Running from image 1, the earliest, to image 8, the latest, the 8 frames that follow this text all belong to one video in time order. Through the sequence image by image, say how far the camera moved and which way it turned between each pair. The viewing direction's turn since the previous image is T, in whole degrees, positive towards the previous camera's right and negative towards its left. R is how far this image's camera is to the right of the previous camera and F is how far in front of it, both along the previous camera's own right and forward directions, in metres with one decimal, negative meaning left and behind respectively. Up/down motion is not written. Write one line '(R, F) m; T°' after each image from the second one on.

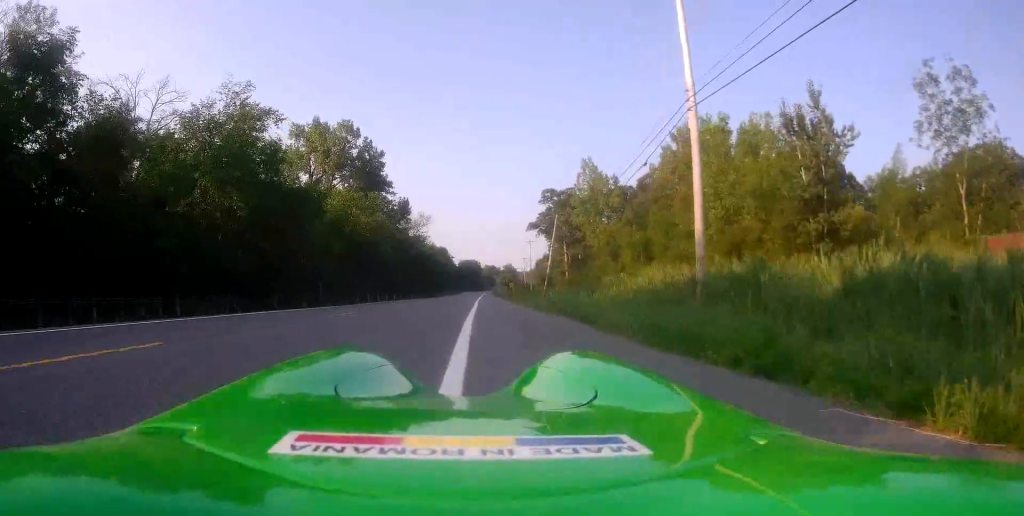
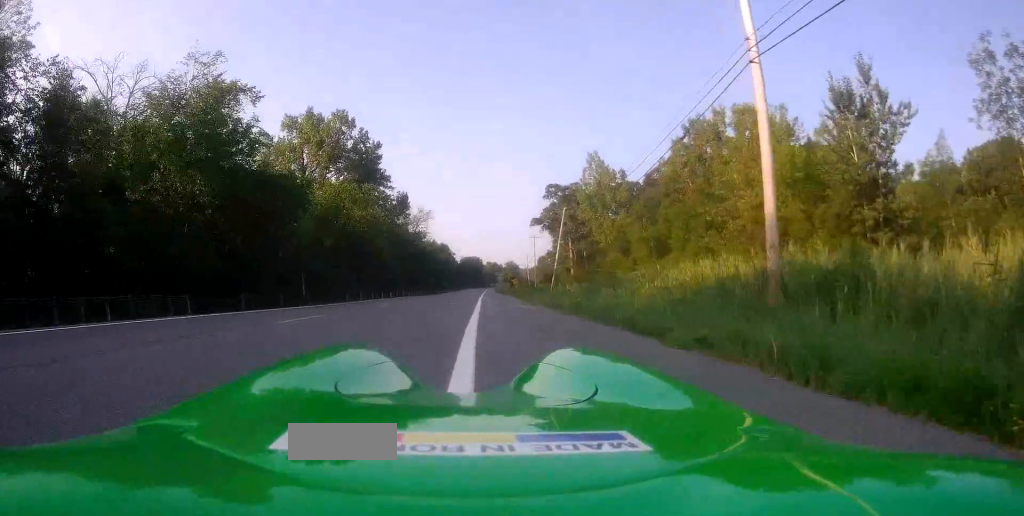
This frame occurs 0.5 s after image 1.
(+0.2, +4.6) m; -1°
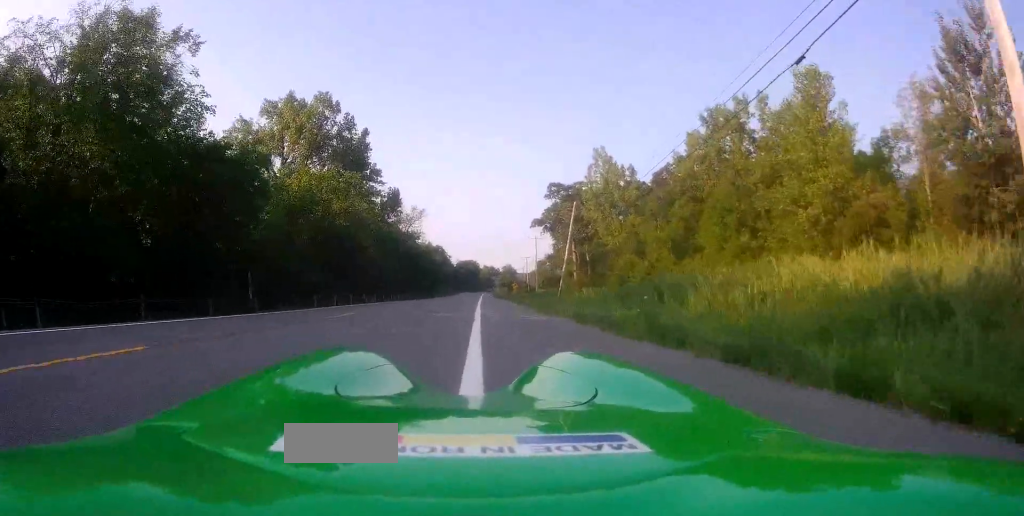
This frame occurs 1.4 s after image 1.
(-0.1, +8.4) m; -1°
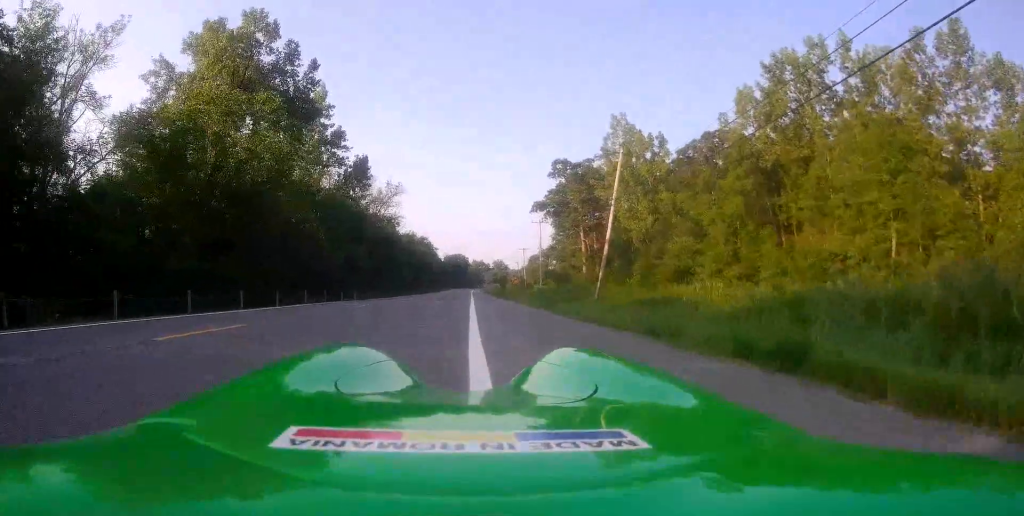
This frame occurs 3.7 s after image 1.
(+1.3, +20.9) m; +3°
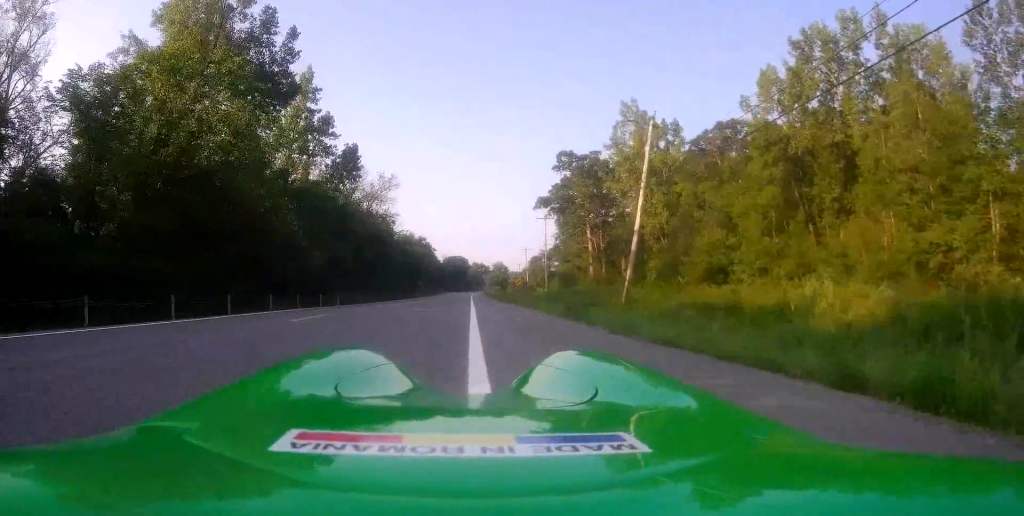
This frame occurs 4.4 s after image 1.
(-0.3, +6.5) m; -2°
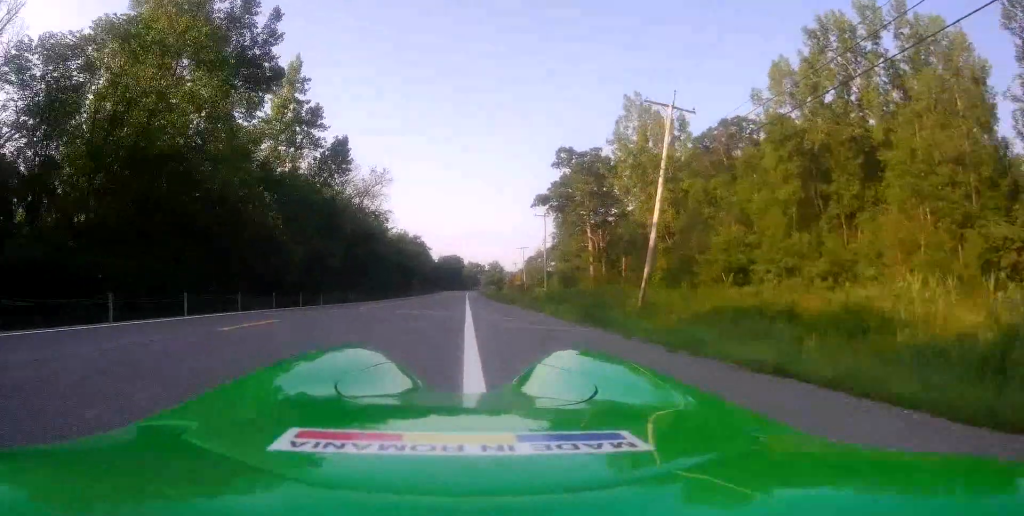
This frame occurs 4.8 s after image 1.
(-0.3, +3.4) m; -1°
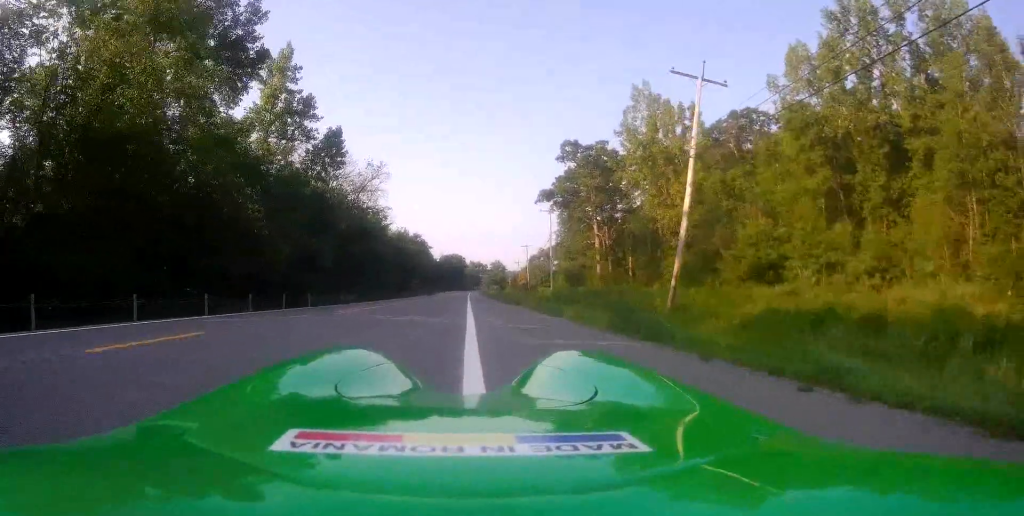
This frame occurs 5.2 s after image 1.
(0.0, +3.8) m; +1°
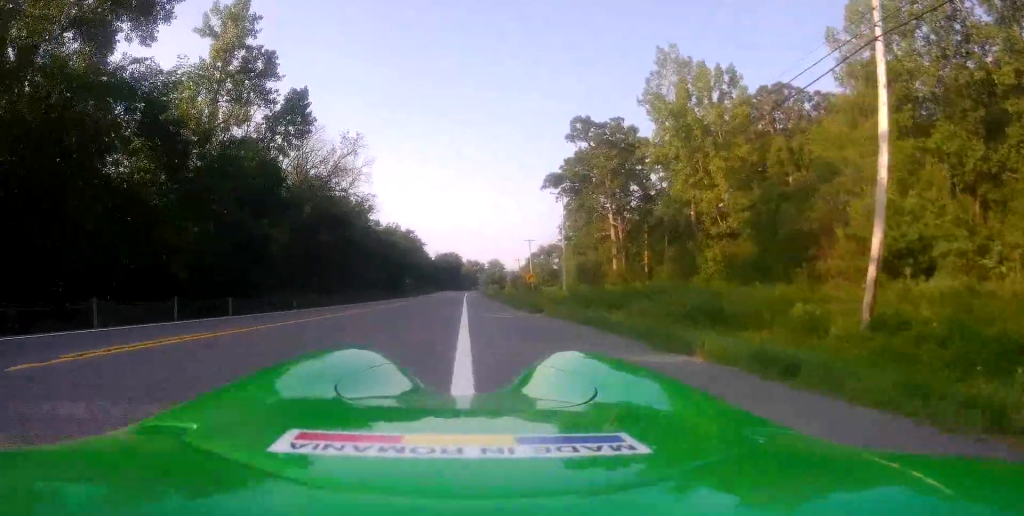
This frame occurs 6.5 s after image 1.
(+0.8, +12.1) m; +4°
